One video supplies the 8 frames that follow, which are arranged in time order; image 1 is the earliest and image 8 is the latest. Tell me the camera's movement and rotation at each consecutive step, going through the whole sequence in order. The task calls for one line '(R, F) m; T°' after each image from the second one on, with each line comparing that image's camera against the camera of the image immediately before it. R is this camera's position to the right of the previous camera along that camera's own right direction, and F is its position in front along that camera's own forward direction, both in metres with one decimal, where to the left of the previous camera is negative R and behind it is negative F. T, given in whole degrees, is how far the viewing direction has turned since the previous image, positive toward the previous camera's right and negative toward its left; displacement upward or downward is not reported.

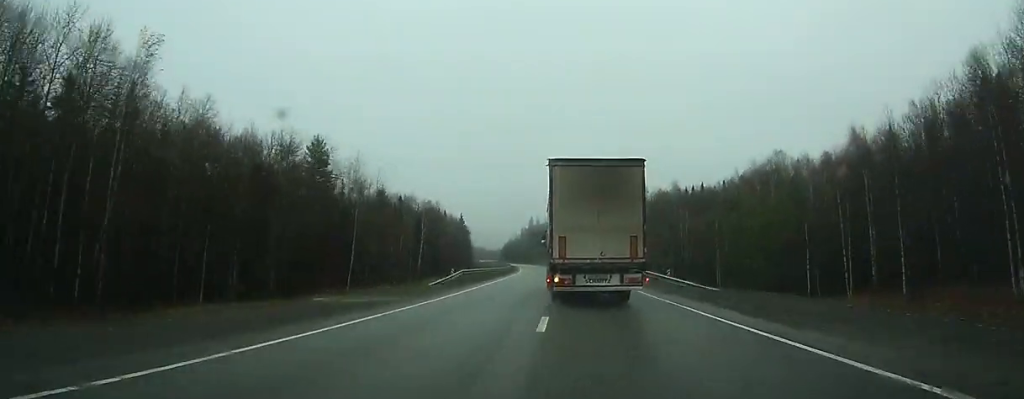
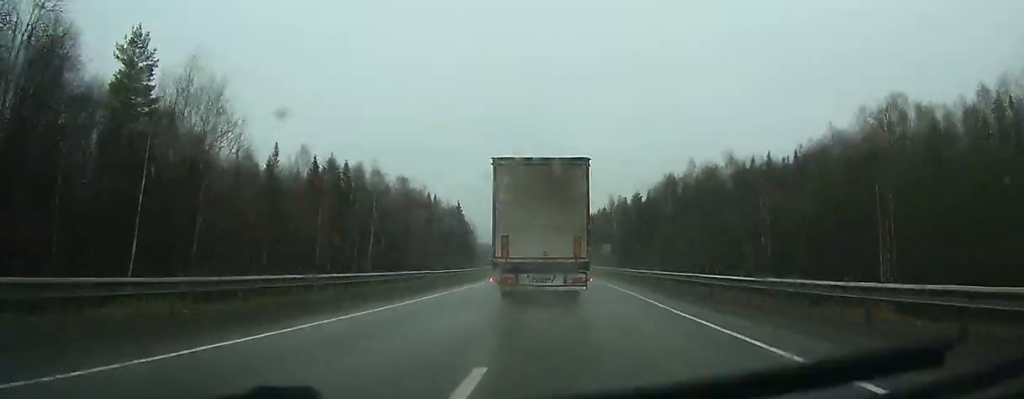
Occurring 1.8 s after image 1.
(-0.6, +41.9) m; -2°
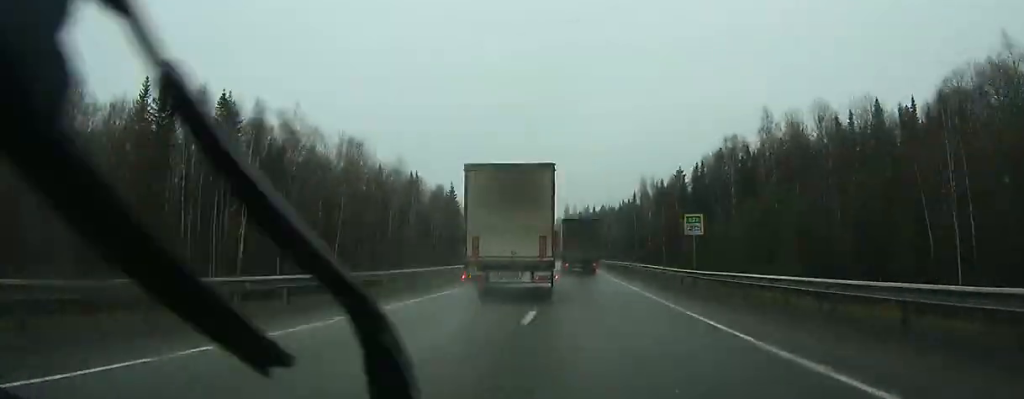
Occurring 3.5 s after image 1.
(-0.6, +39.6) m; -2°
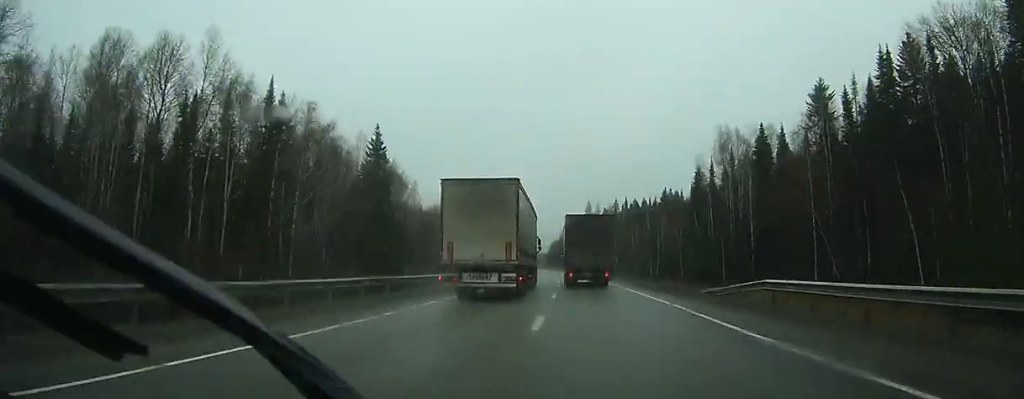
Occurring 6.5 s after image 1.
(-1.8, +72.4) m; -3°
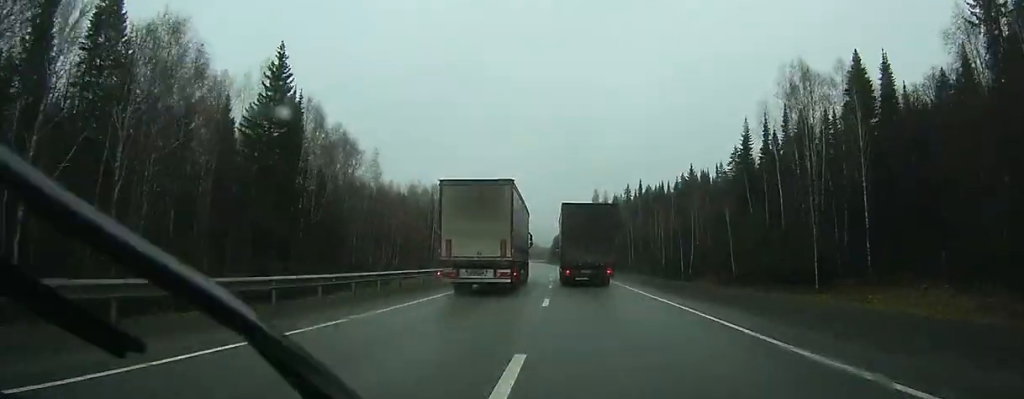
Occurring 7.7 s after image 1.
(-0.3, +30.9) m; -1°
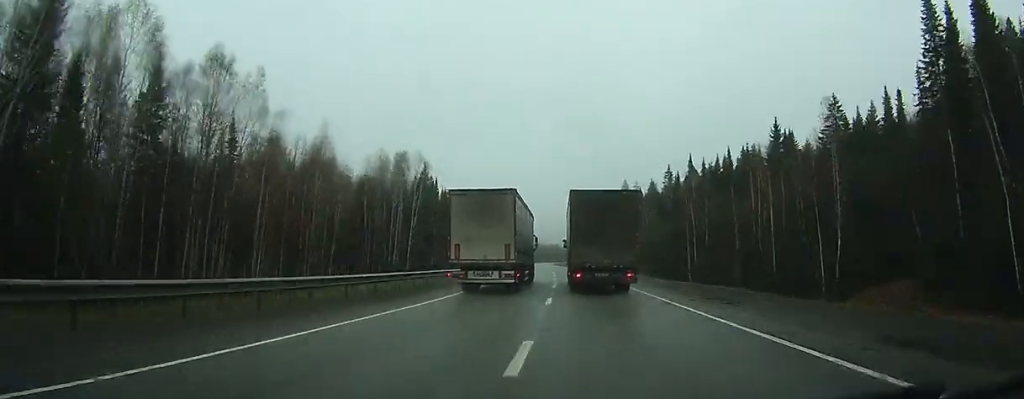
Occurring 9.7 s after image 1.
(-0.2, +47.6) m; -1°
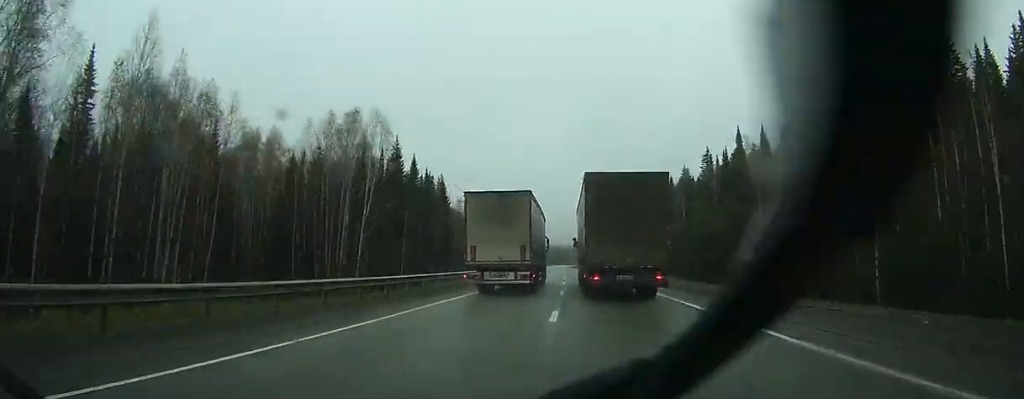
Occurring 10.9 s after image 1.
(-0.2, +30.1) m; -1°
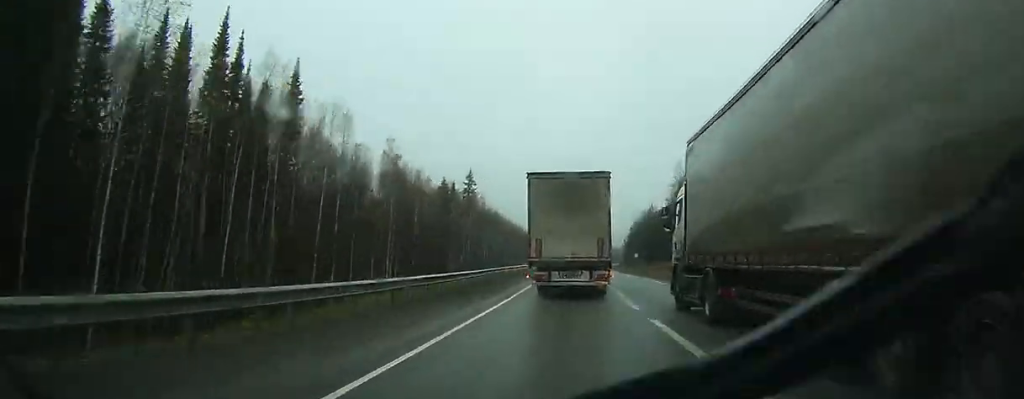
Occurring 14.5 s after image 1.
(-1.8, +92.5) m; -2°
